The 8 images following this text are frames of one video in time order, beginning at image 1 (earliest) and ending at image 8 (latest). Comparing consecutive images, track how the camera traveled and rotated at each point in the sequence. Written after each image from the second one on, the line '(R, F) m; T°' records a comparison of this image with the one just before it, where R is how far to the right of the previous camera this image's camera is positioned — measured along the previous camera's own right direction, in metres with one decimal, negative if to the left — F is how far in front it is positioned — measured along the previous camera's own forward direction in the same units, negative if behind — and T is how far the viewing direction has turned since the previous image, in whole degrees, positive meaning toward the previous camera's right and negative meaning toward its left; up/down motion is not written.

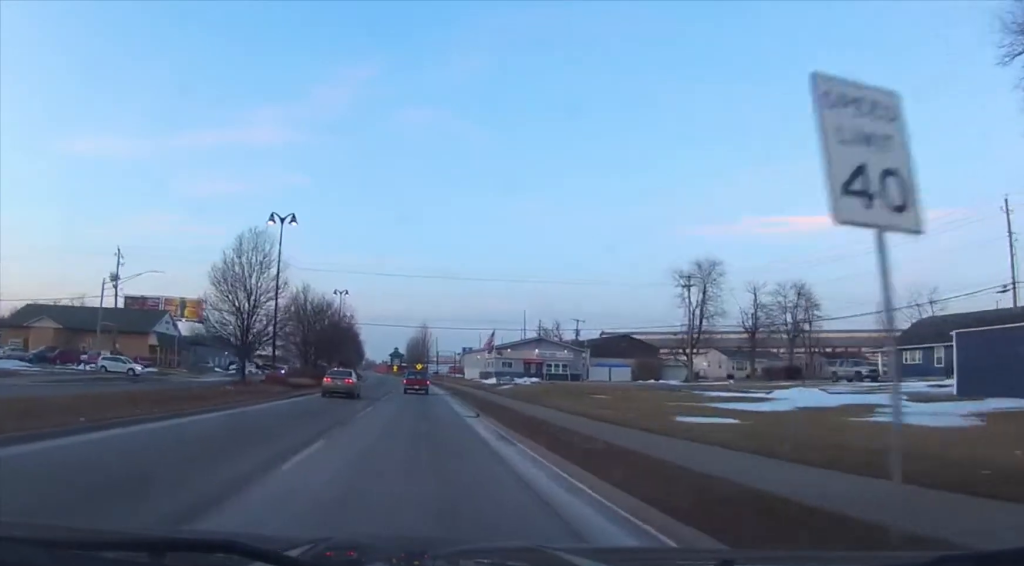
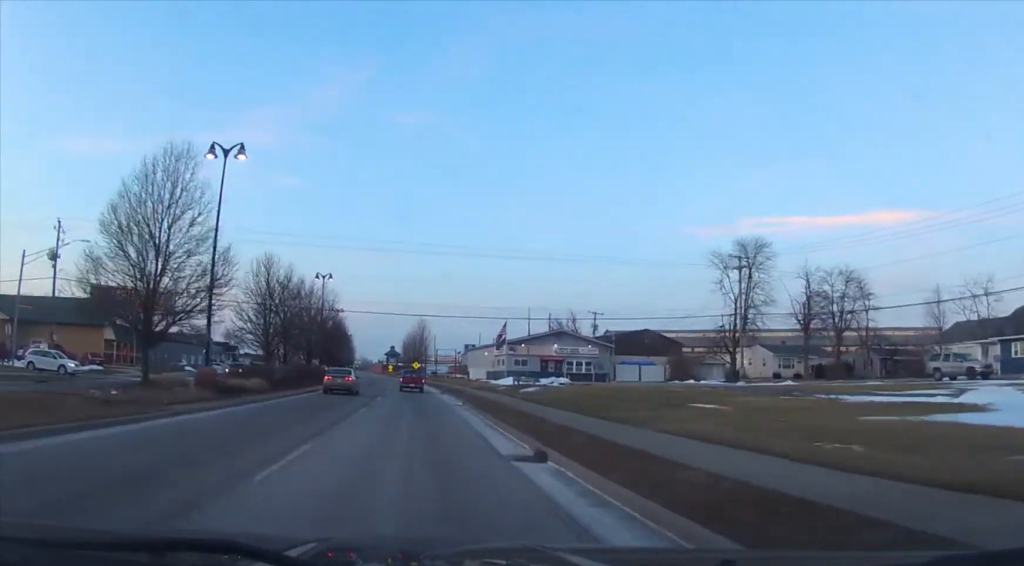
(+0.1, +13.2) m; -1°
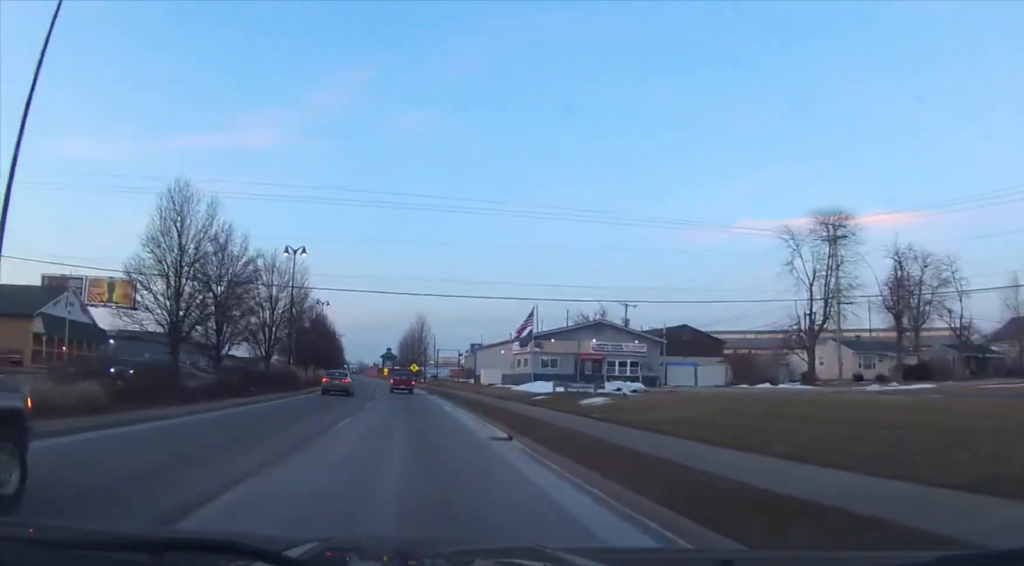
(-0.3, +16.2) m; -1°
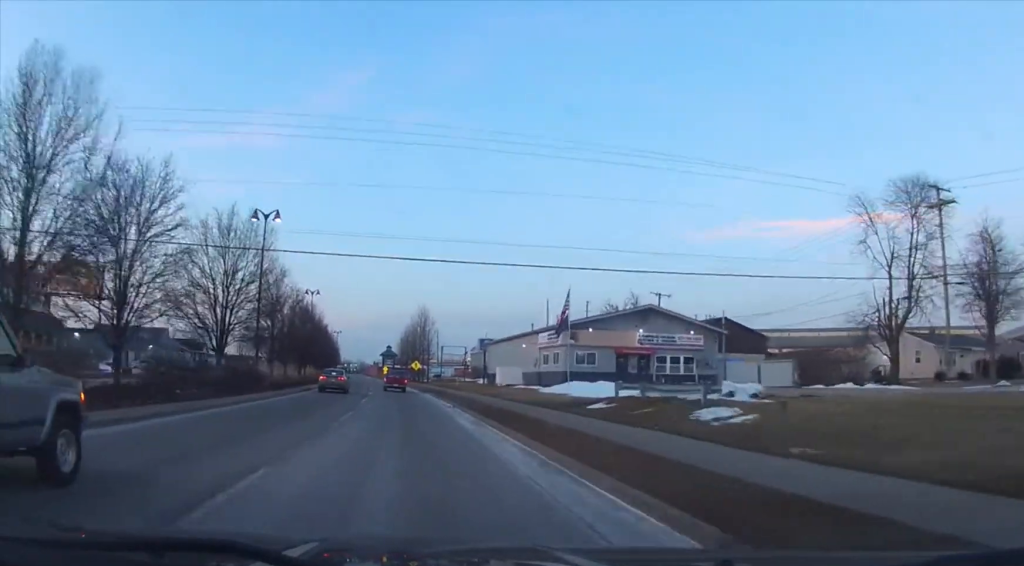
(-0.1, +11.5) m; +1°
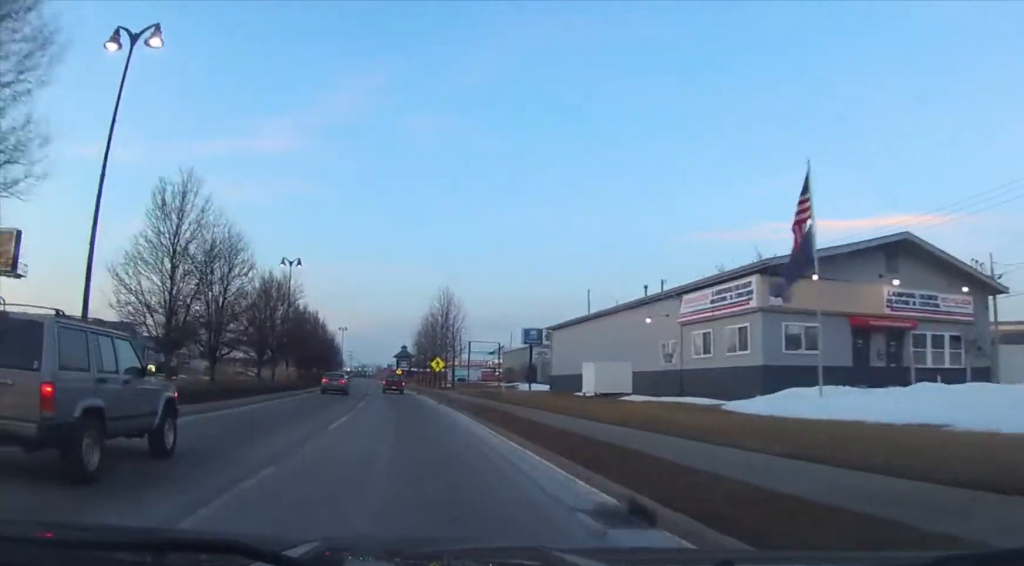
(+0.2, +24.7) m; -1°
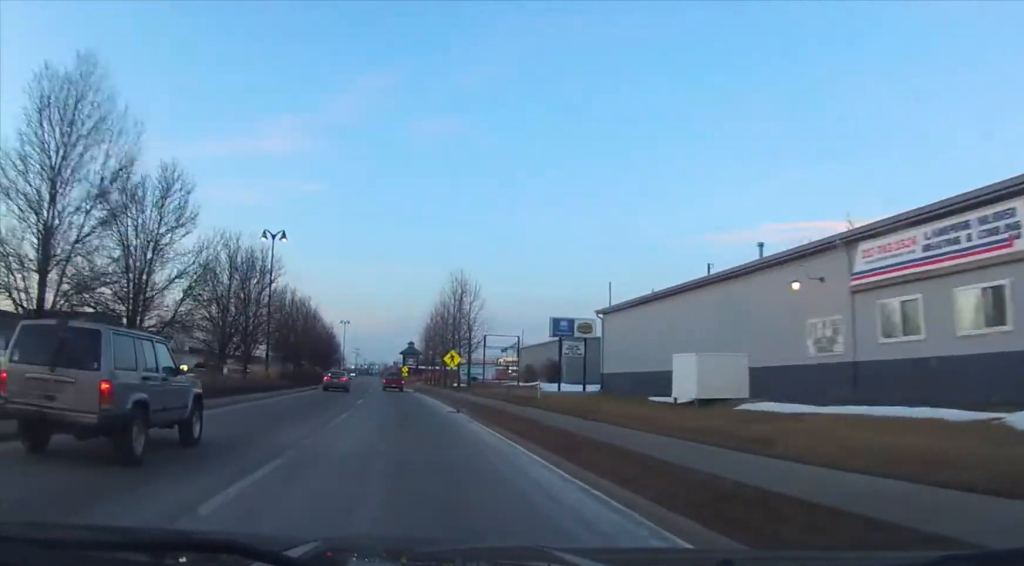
(-0.1, +10.7) m; -1°
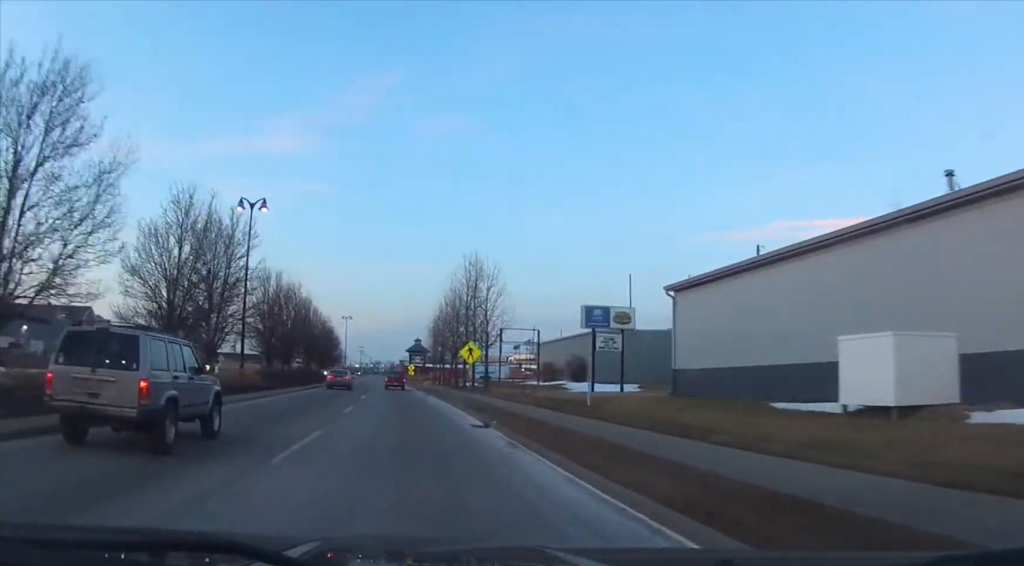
(0.0, +8.9) m; 0°
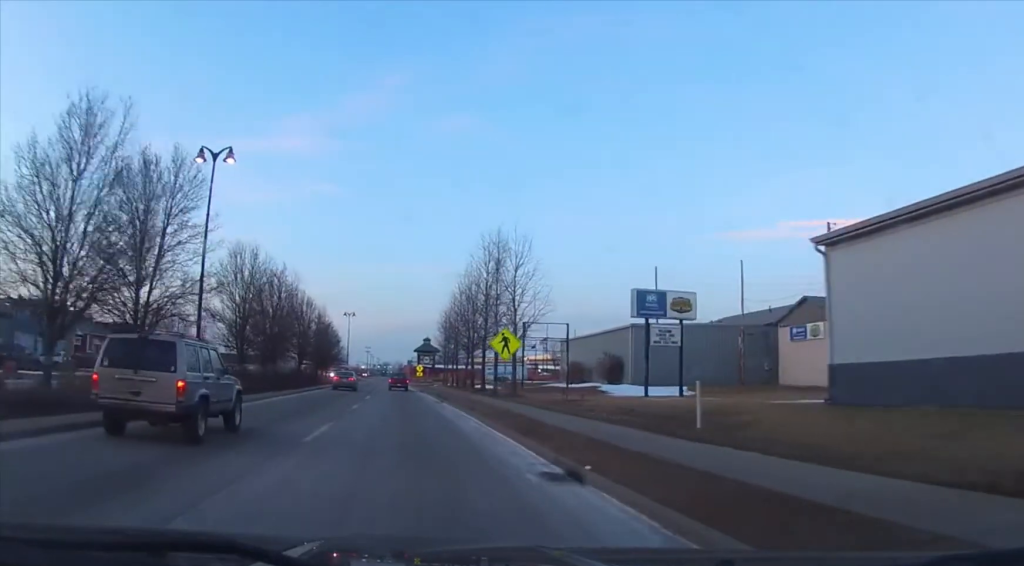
(0.0, +10.0) m; 0°
